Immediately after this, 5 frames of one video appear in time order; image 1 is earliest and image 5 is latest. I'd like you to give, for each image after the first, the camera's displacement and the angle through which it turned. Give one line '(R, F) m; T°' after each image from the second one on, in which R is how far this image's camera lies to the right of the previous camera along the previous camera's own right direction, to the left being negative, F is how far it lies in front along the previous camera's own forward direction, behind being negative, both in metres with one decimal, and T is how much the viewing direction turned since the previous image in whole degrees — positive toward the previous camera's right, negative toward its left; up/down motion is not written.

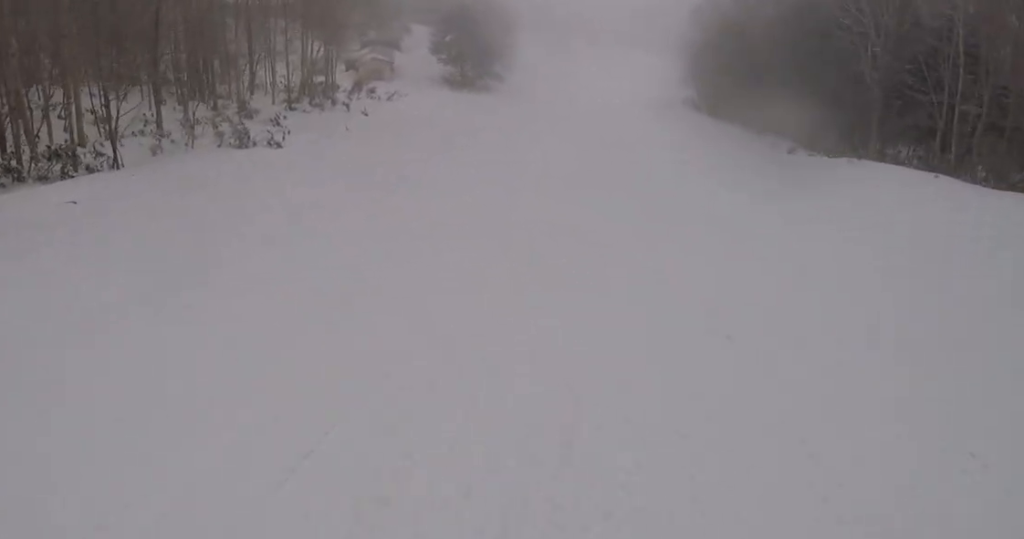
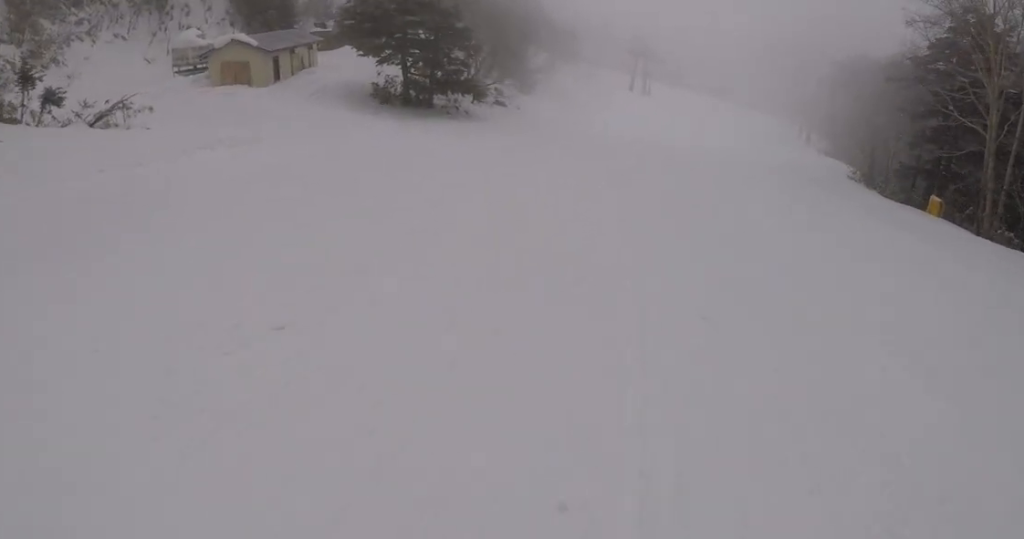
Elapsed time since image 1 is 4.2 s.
(+2.6, +41.4) m; +4°
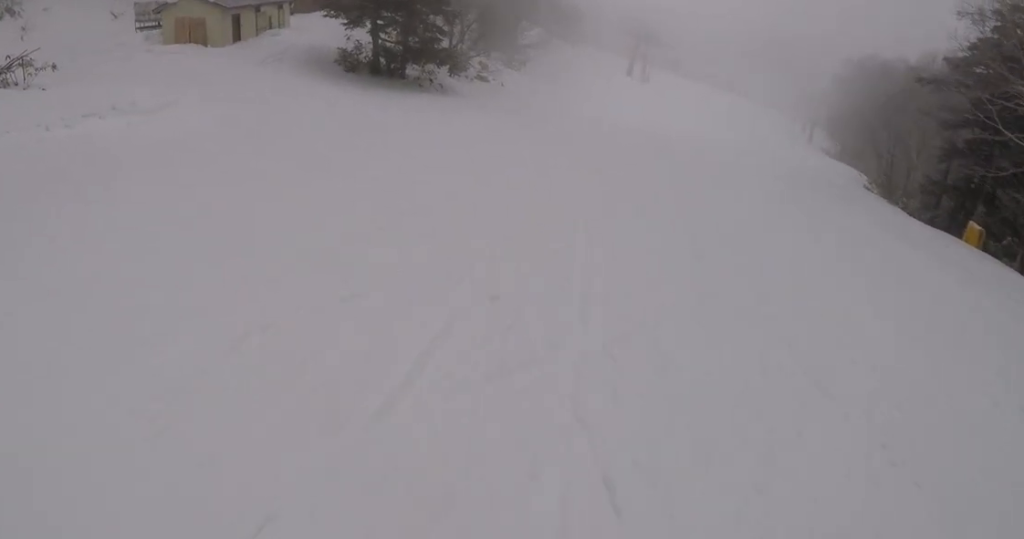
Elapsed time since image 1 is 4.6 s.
(0.0, +4.2) m; 0°
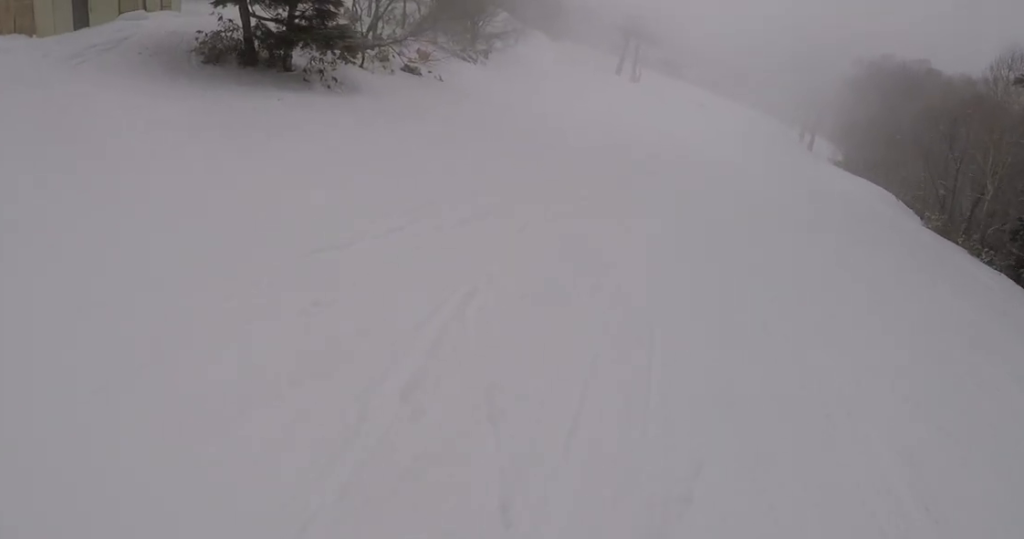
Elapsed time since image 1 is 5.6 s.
(0.0, +10.7) m; 0°
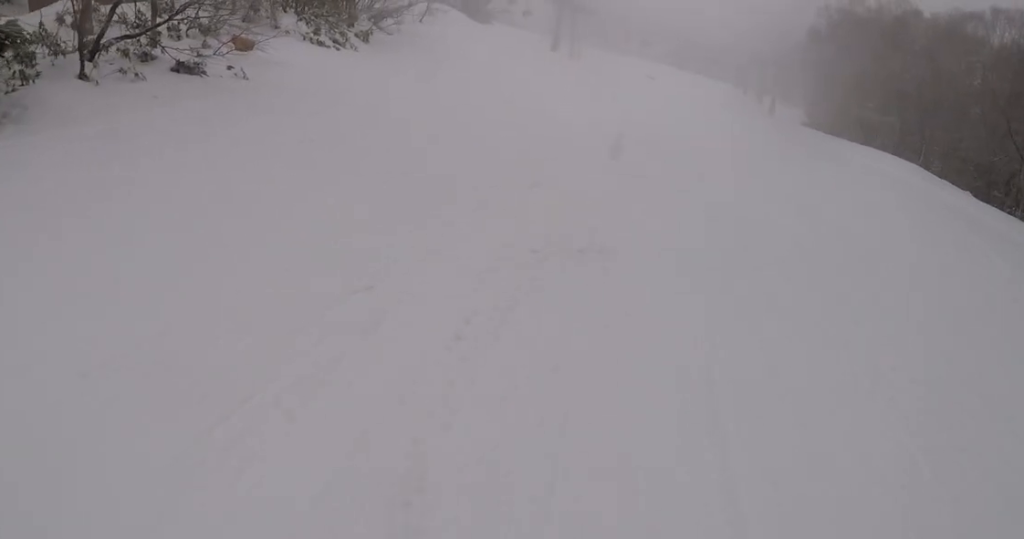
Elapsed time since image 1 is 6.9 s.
(-0.1, +12.2) m; -1°
